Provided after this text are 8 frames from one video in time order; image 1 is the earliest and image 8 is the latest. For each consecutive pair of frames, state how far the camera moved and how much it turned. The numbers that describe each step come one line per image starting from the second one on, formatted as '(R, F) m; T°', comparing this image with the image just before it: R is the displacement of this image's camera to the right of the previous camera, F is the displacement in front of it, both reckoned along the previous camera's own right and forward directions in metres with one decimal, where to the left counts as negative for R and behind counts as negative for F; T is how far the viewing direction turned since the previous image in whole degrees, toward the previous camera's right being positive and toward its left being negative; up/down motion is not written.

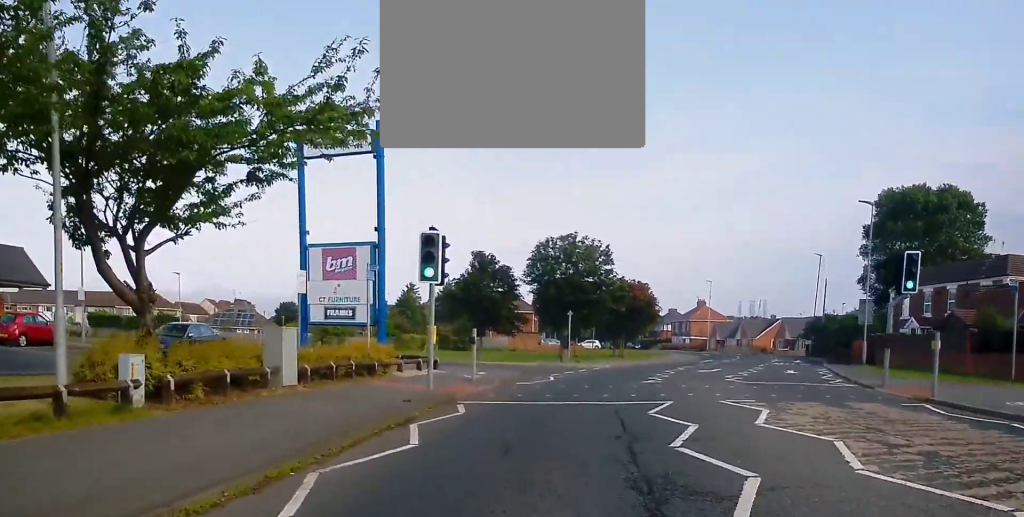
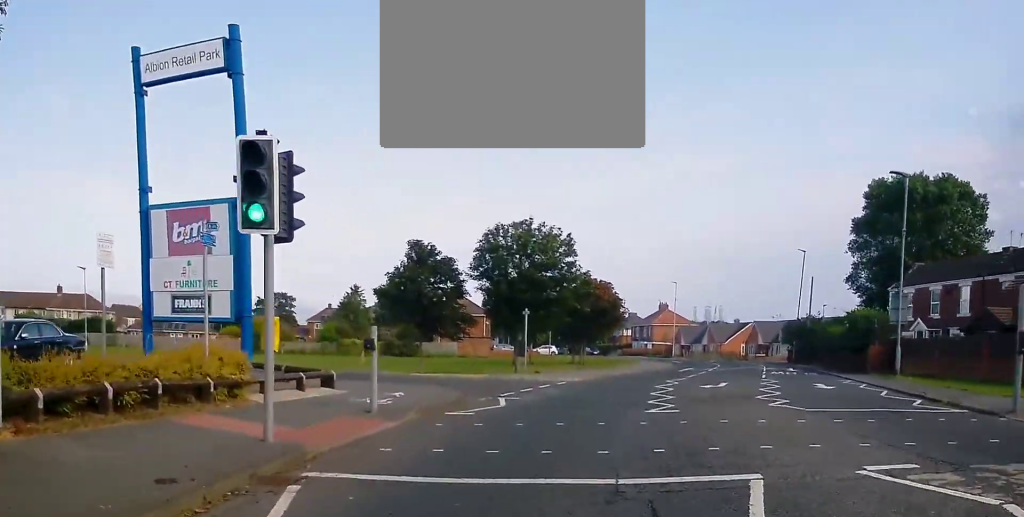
(+0.3, +8.3) m; +5°
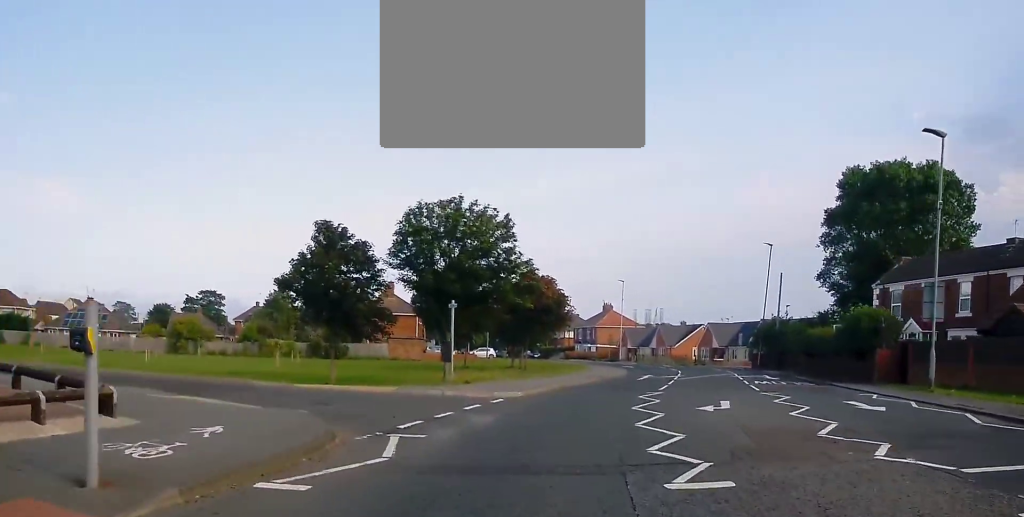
(+0.2, +7.1) m; +4°
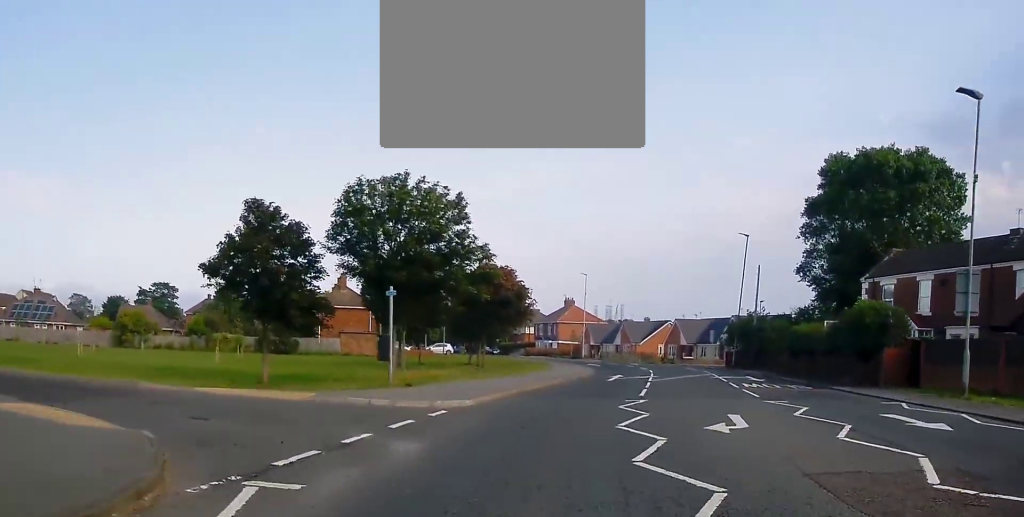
(0.0, +4.0) m; +2°
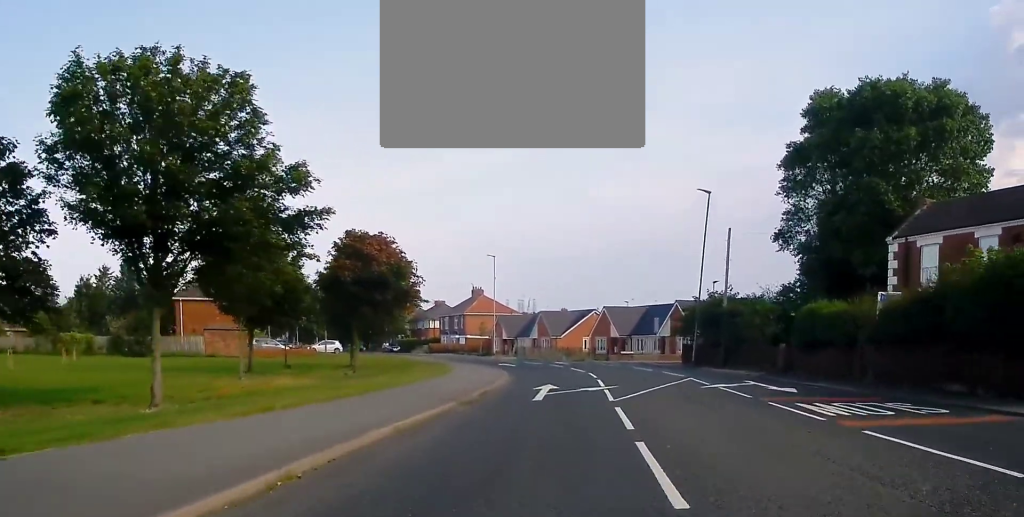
(+1.3, +13.3) m; +8°
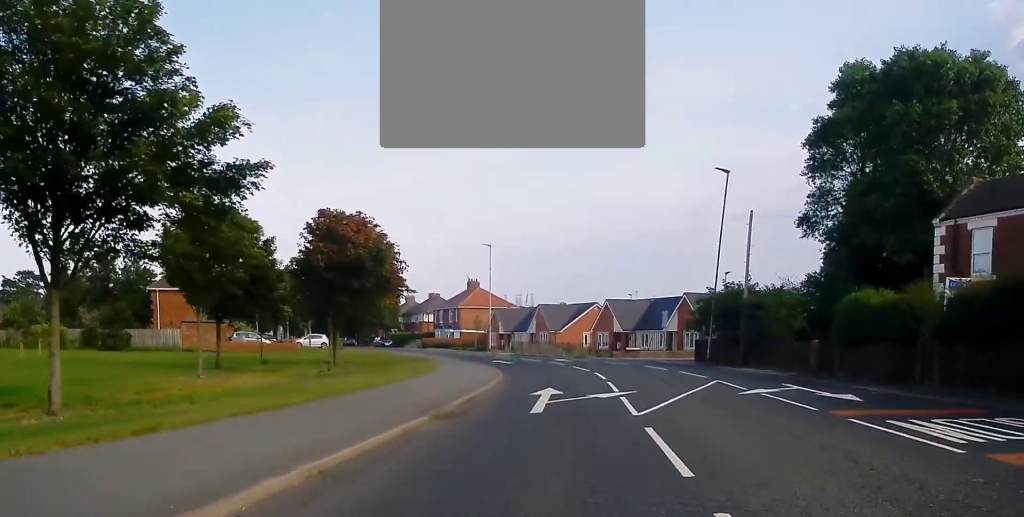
(+0.2, +3.1) m; 0°
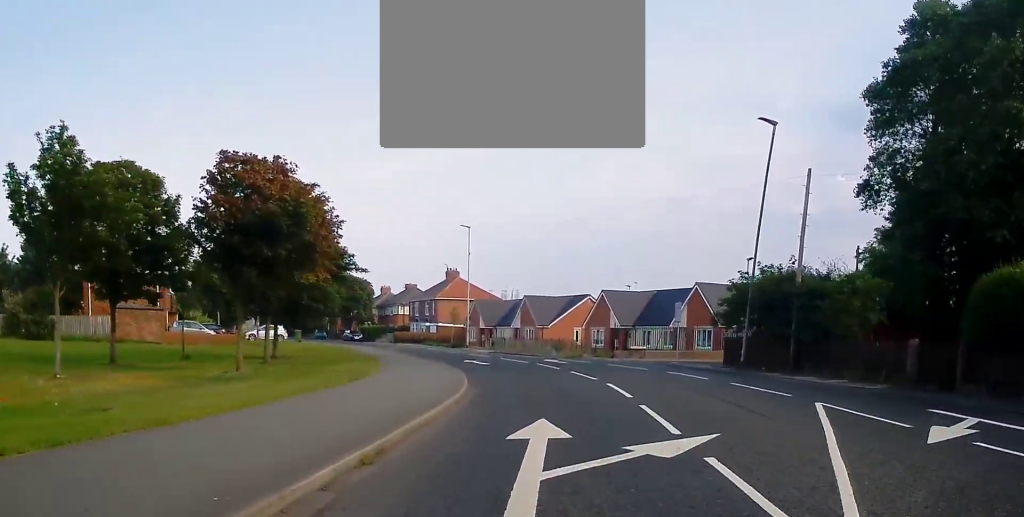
(-0.4, +11.0) m; -2°
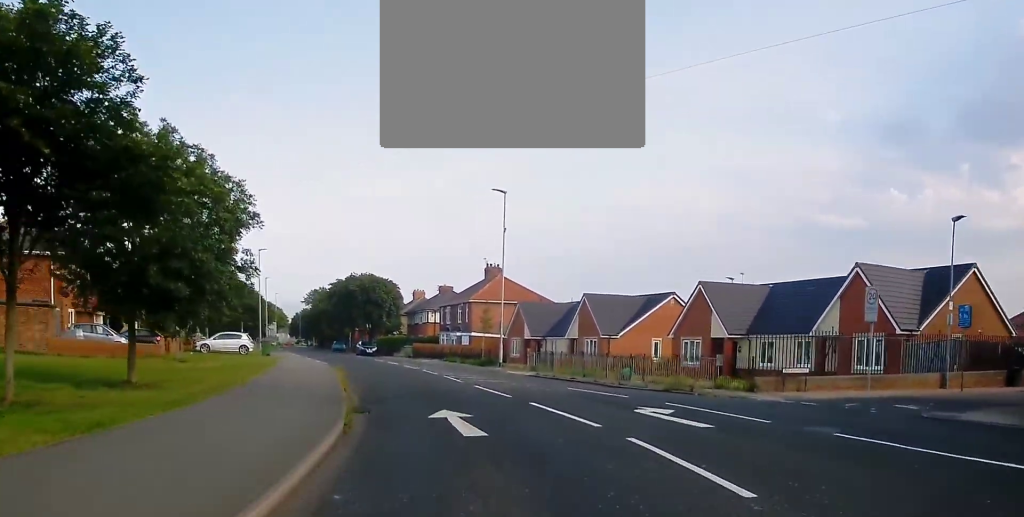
(-0.4, +23.2) m; -4°
